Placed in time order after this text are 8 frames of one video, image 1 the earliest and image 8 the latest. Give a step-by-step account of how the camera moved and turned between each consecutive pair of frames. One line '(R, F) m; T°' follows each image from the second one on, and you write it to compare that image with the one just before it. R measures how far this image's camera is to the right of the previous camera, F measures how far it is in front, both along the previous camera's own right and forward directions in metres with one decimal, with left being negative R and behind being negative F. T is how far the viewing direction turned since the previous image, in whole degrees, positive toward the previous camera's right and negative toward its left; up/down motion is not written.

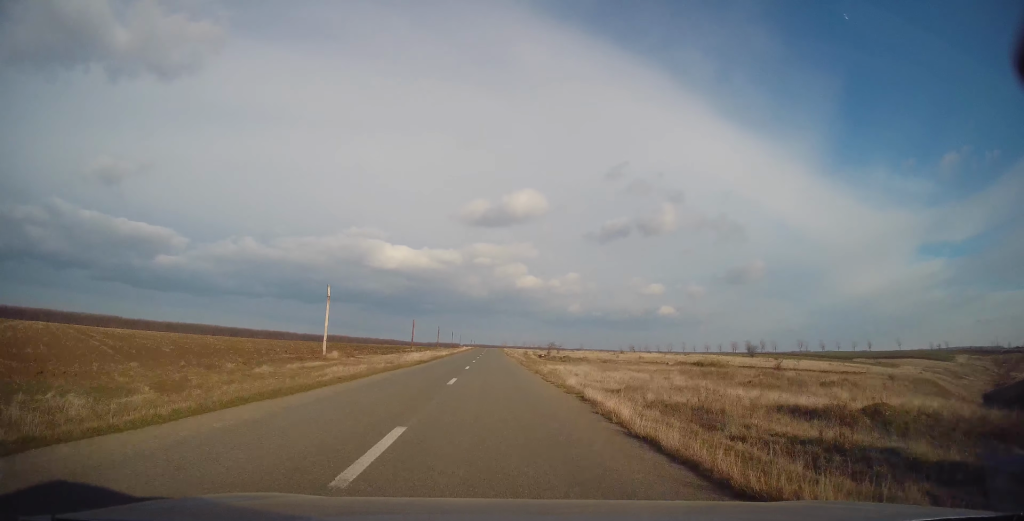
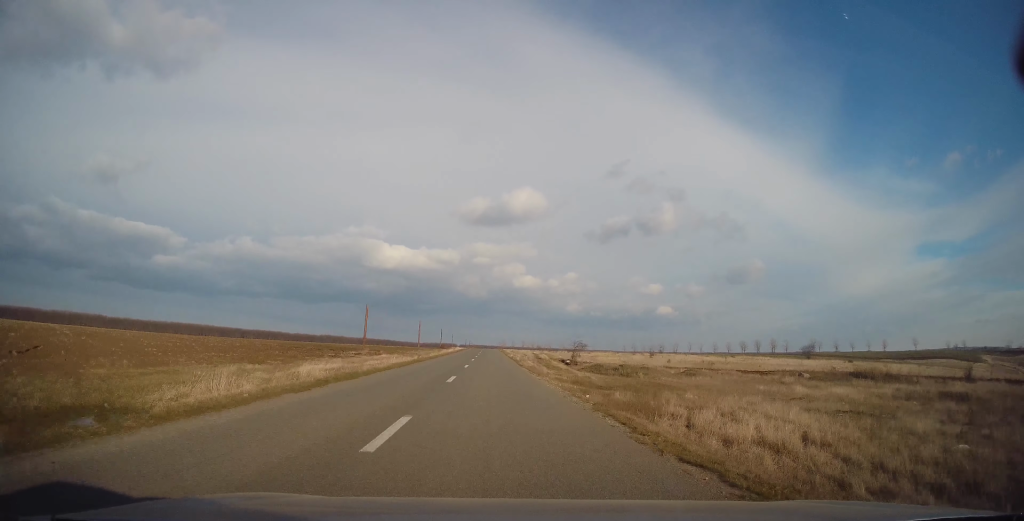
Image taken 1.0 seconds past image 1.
(+0.3, +33.3) m; 0°
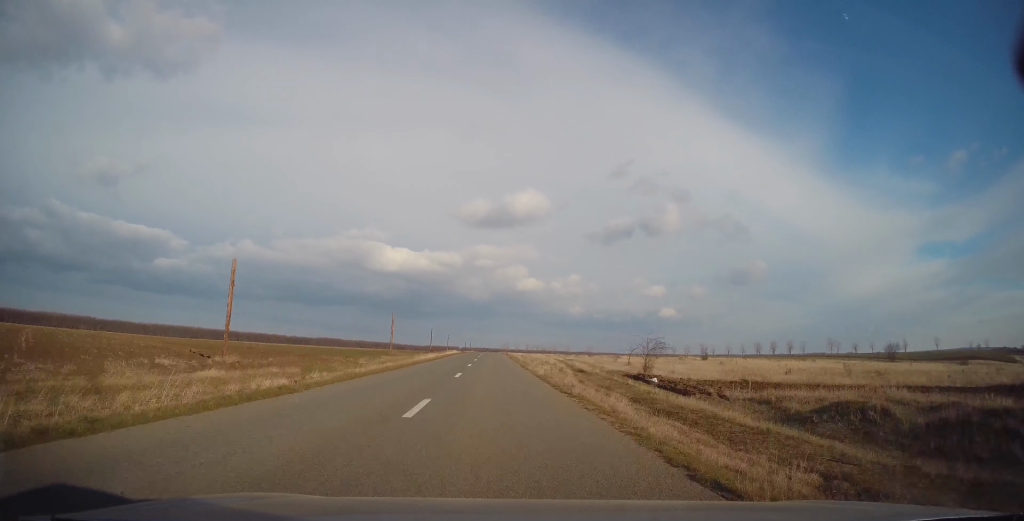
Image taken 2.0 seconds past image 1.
(0.0, +30.6) m; 0°
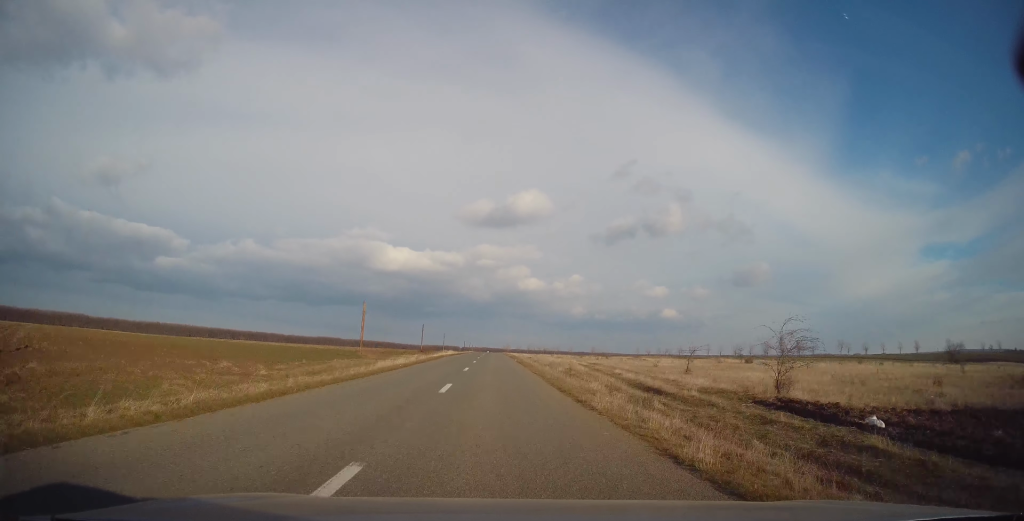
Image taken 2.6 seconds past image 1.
(+0.1, +18.4) m; 0°
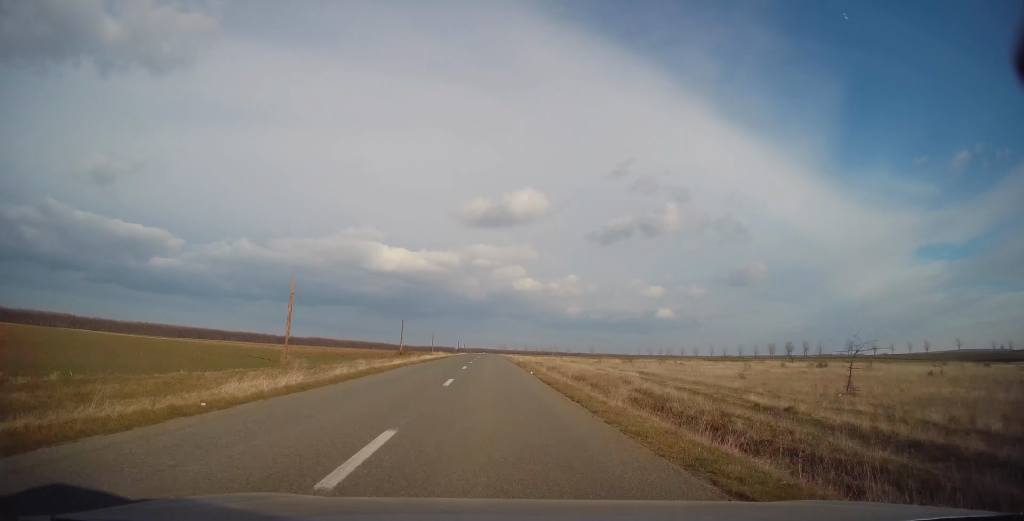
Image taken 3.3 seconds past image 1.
(-0.1, +20.7) m; -1°
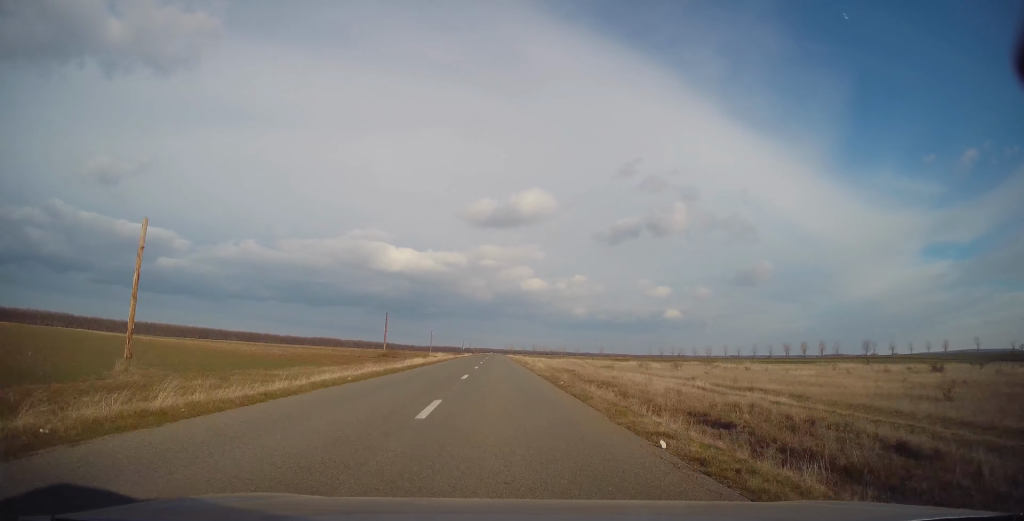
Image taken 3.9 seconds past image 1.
(-0.1, +18.4) m; -1°
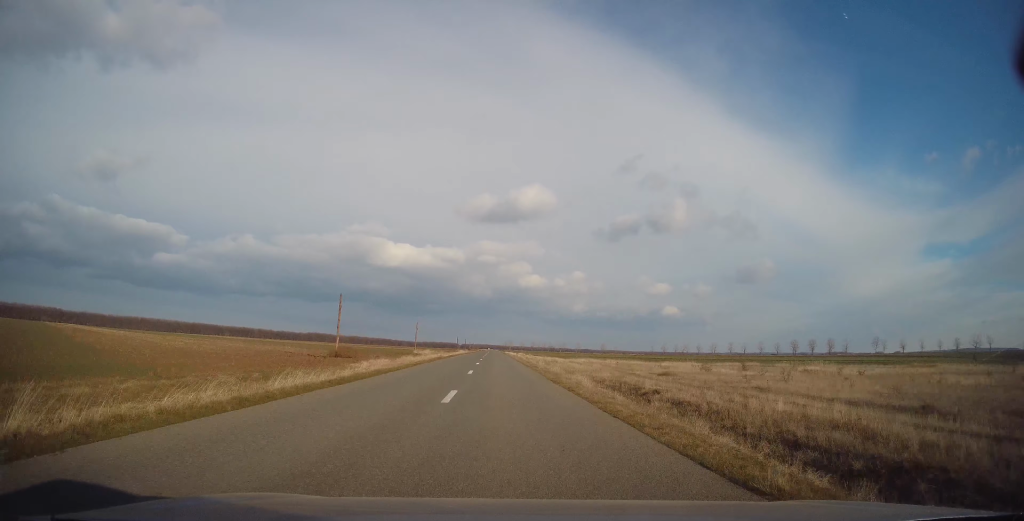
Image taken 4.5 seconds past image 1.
(-0.4, +21.3) m; 0°
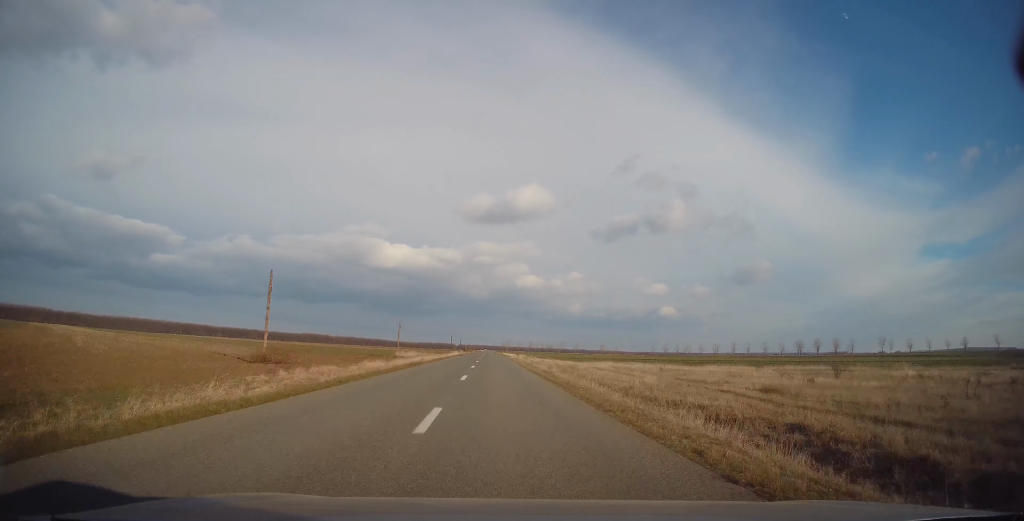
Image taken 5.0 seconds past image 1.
(+0.2, +15.0) m; 0°
